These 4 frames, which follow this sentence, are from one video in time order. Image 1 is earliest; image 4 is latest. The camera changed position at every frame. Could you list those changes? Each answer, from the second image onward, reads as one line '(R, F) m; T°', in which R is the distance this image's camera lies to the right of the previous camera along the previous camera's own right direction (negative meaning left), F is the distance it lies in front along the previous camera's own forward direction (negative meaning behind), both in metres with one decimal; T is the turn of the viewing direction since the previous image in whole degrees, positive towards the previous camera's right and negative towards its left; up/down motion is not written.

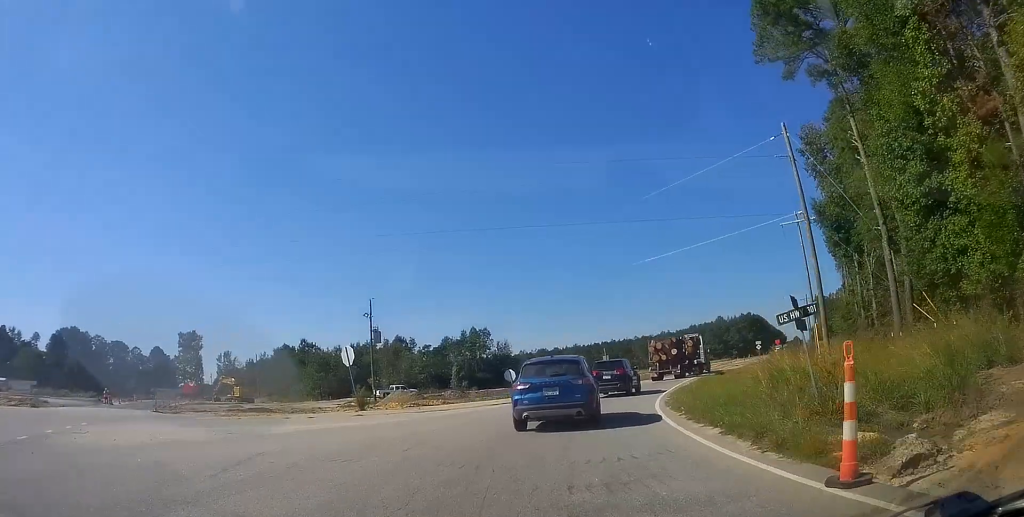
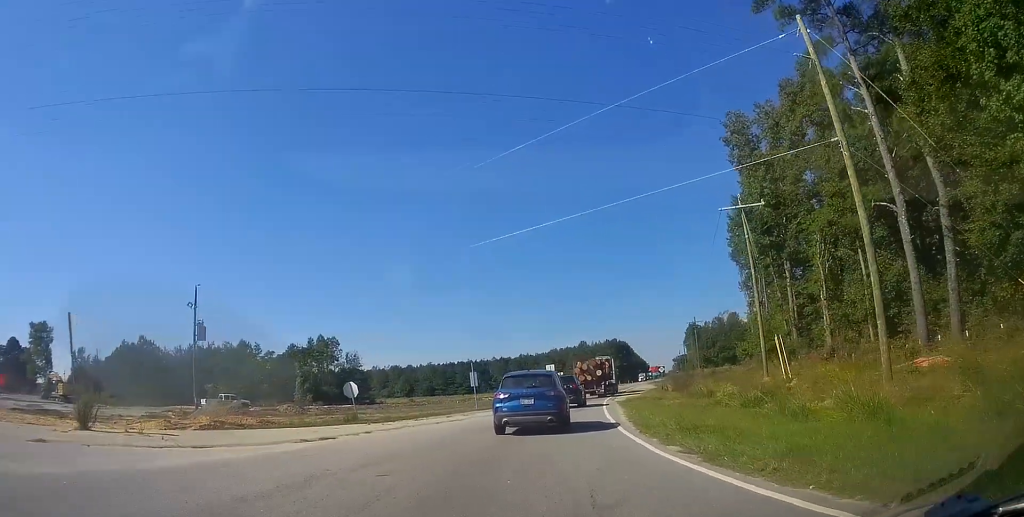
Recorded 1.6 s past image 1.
(+1.4, +14.2) m; +13°
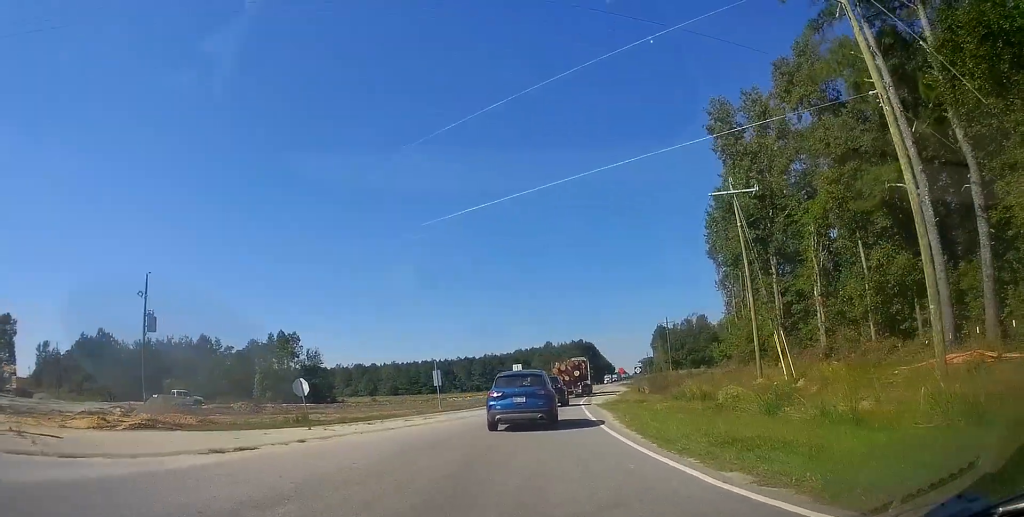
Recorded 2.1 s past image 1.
(+0.1, +3.9) m; +4°
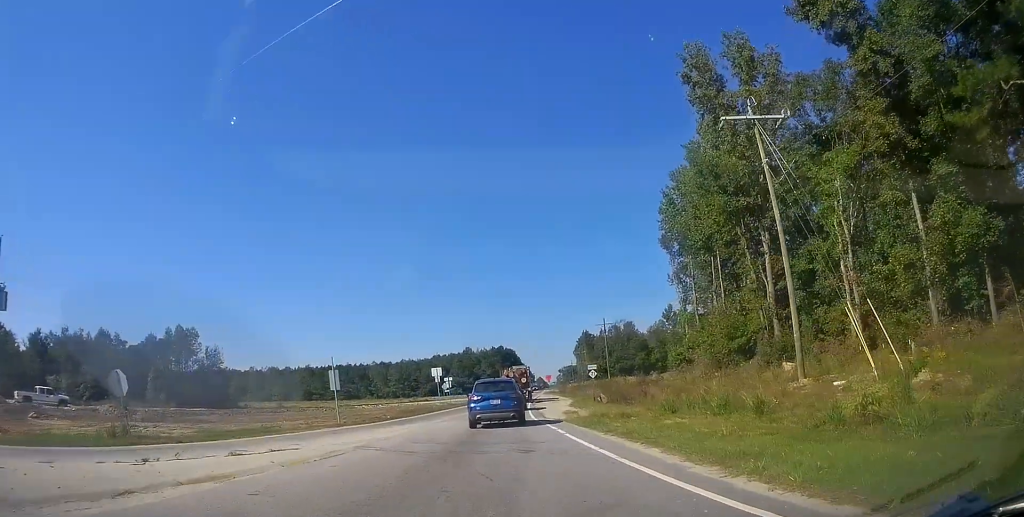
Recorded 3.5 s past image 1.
(+1.1, +11.7) m; +12°
